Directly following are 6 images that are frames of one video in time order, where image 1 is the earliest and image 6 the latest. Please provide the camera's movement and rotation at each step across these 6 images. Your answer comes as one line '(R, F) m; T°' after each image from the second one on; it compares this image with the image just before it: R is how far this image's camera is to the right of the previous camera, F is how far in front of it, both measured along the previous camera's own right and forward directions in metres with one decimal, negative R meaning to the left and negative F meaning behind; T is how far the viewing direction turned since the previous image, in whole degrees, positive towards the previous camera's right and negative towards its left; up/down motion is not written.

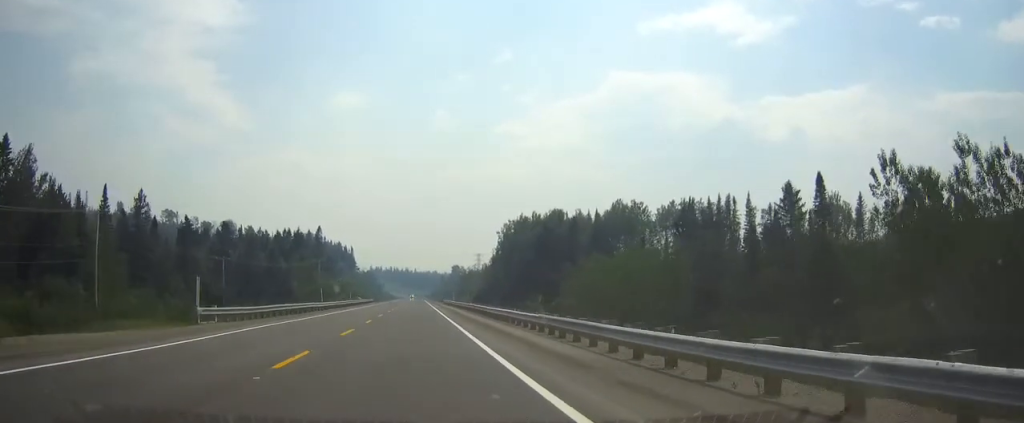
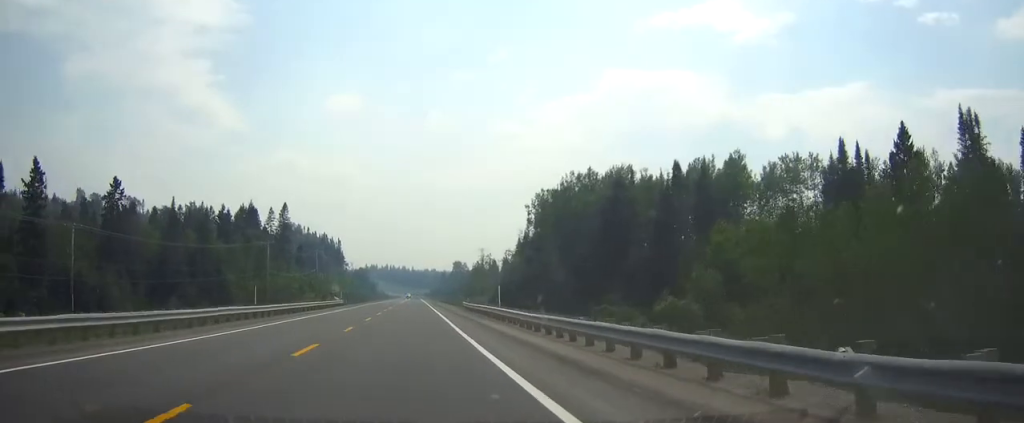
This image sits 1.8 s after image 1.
(-0.1, +51.9) m; 0°
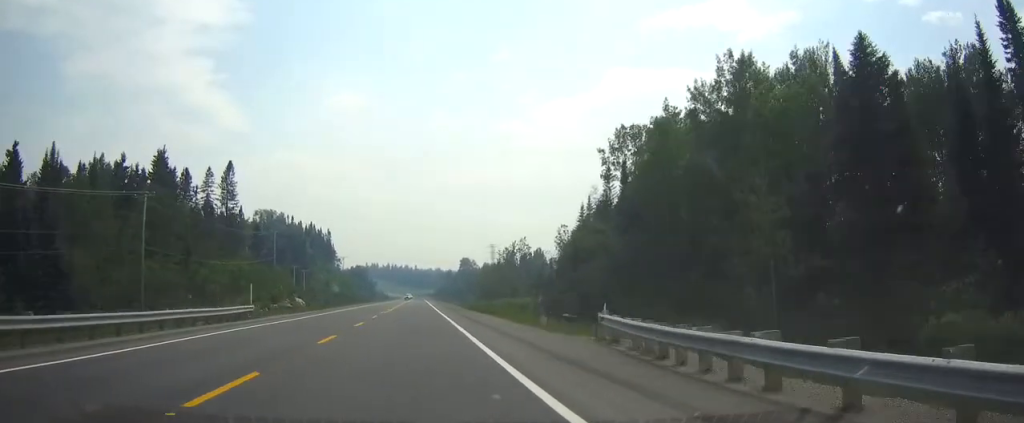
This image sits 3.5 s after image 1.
(-0.1, +50.9) m; 0°
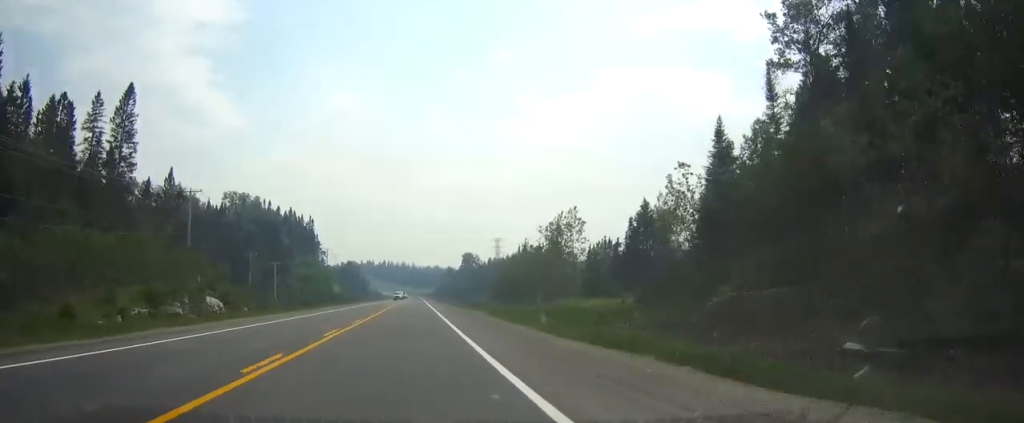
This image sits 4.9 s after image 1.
(+0.1, +41.5) m; 0°
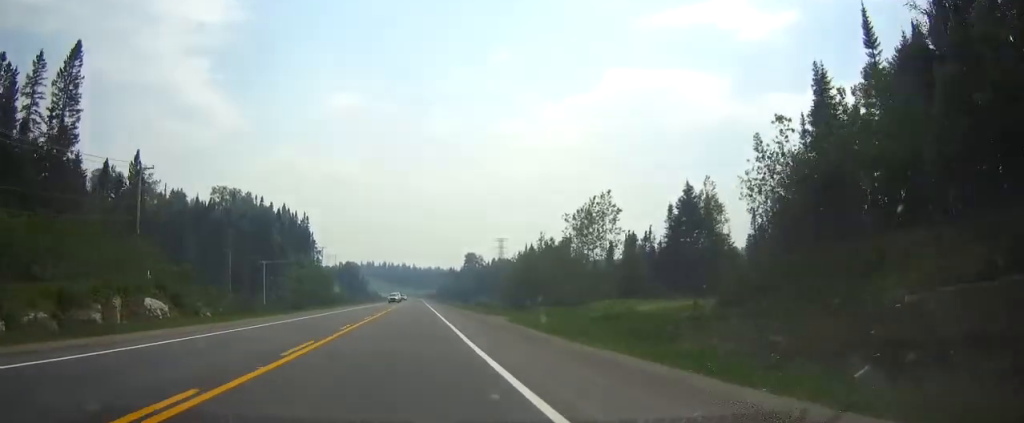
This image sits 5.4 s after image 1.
(0.0, +13.9) m; 0°
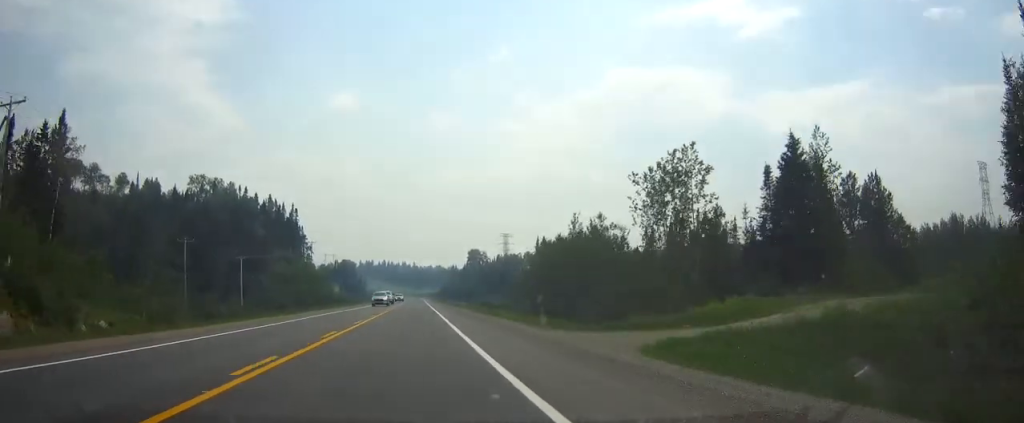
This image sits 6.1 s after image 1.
(-0.1, +22.1) m; 0°
